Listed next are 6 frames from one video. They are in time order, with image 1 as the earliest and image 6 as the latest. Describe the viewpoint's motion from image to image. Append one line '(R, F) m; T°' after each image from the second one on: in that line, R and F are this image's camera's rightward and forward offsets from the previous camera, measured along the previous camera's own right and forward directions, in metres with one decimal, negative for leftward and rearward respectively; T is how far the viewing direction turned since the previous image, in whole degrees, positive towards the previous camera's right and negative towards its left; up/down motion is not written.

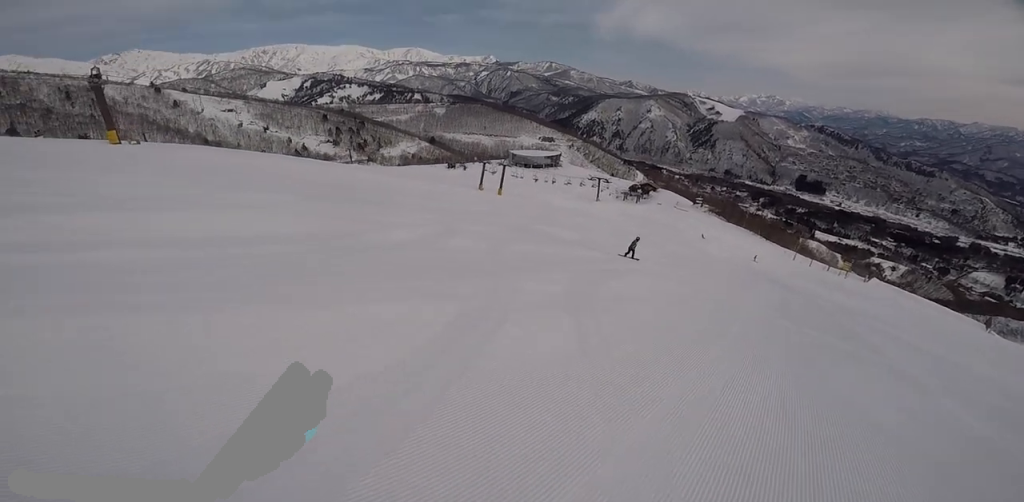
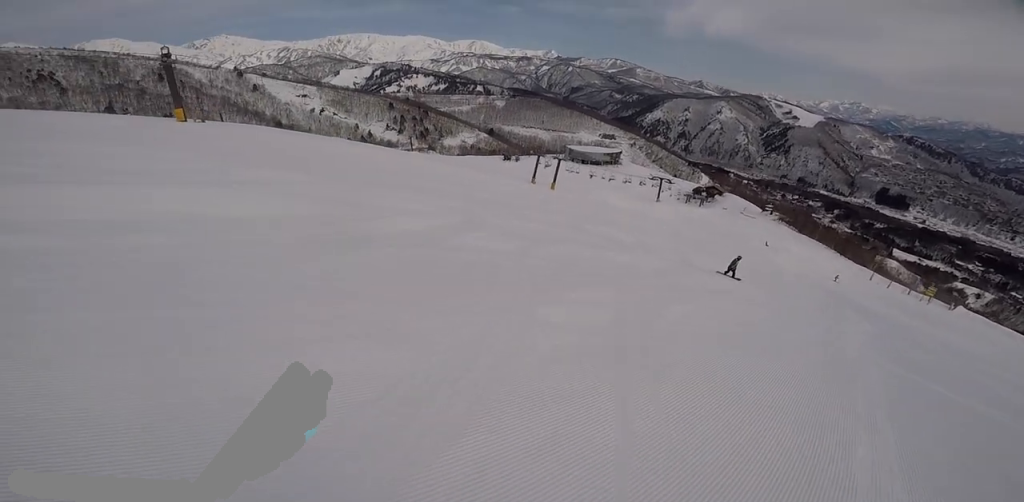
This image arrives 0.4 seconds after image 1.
(0.0, +2.0) m; -5°
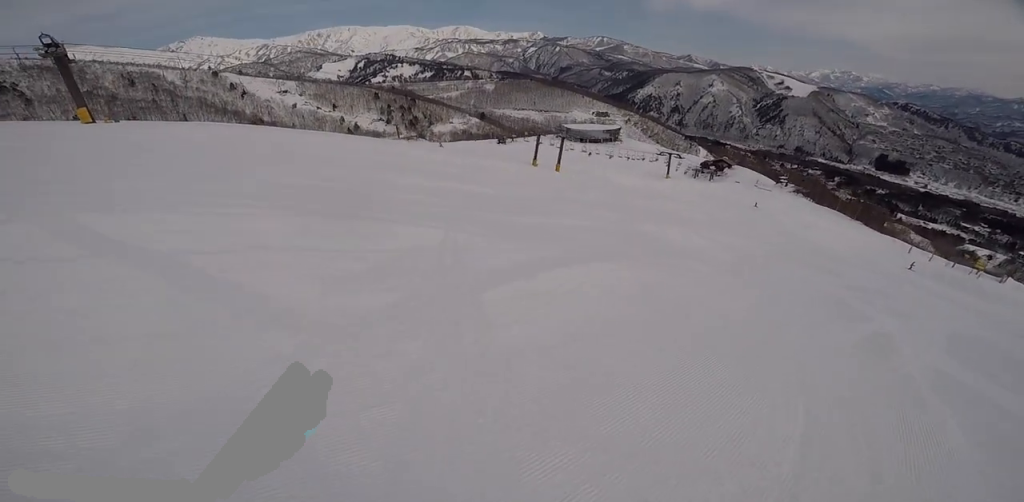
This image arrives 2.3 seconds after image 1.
(-0.1, +9.9) m; +20°
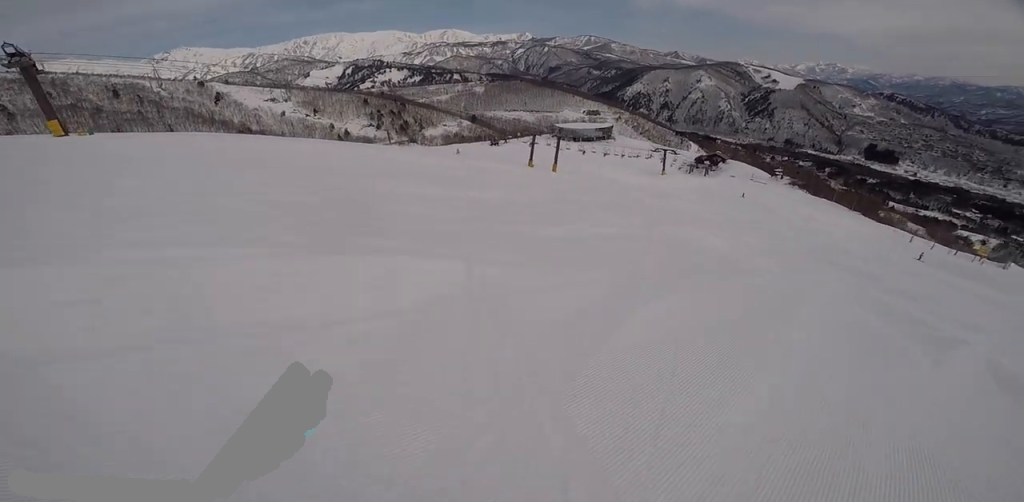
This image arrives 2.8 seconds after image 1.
(+0.2, +2.5) m; +16°
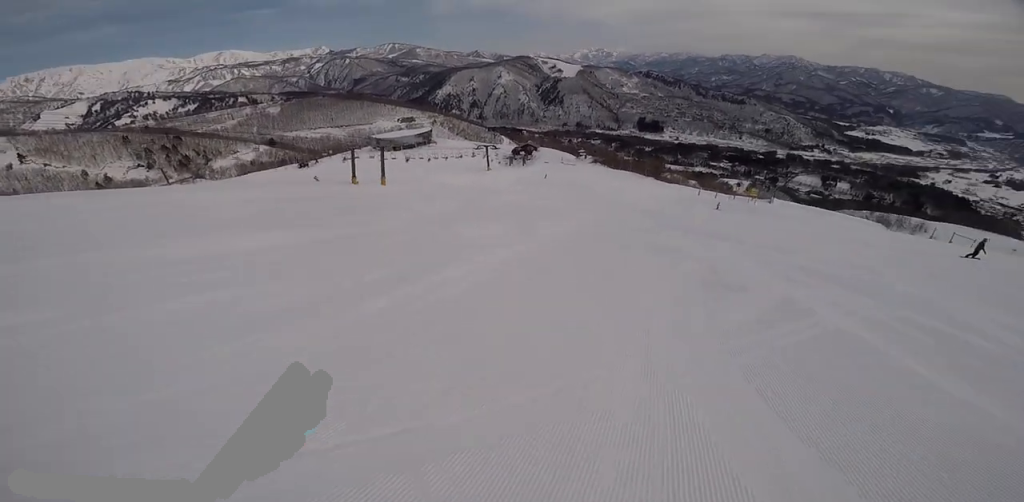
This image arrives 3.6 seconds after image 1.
(+1.0, +5.0) m; +19°
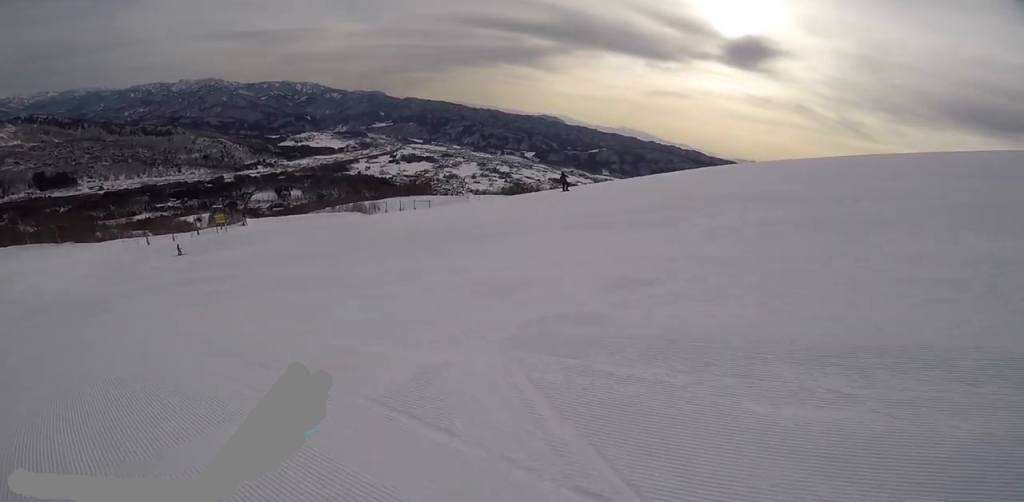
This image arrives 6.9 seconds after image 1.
(+11.2, +13.4) m; +61°
